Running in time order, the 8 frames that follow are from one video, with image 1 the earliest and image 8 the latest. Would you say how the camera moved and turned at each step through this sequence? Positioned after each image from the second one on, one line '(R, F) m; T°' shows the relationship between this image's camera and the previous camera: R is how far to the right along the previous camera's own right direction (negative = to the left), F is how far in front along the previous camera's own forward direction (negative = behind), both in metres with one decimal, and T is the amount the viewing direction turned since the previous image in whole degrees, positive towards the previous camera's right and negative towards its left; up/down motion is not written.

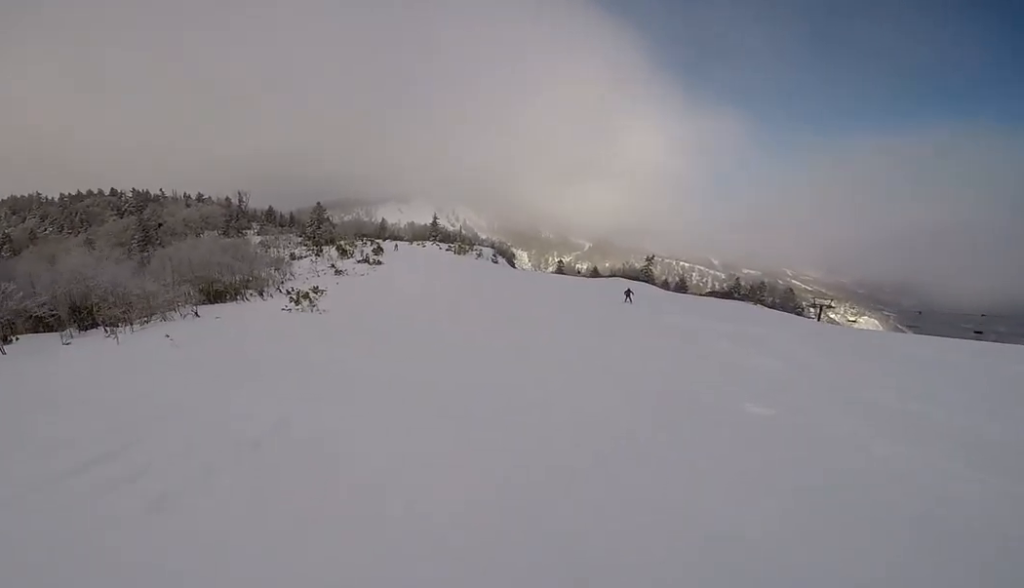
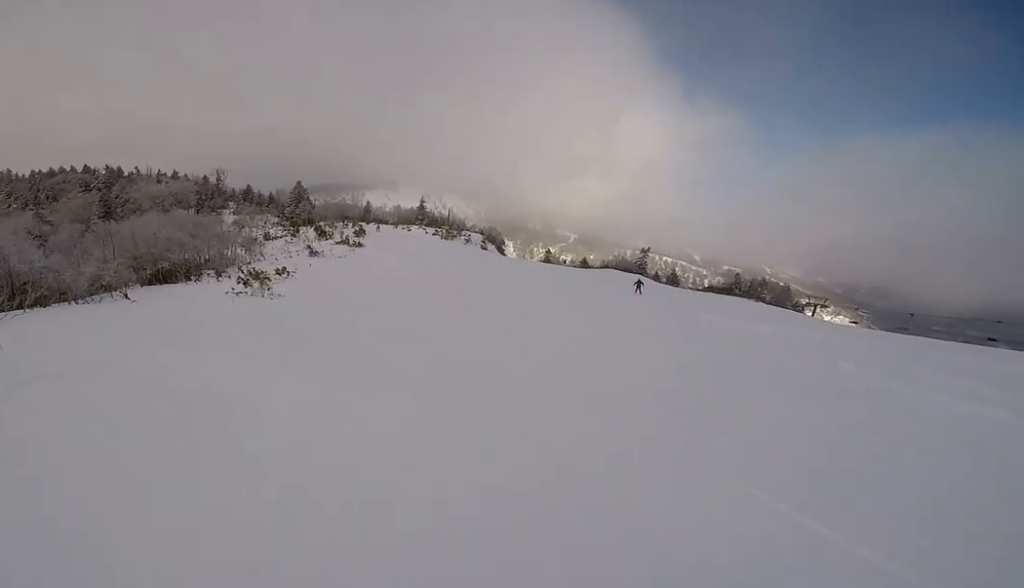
(-0.3, +4.9) m; -2°
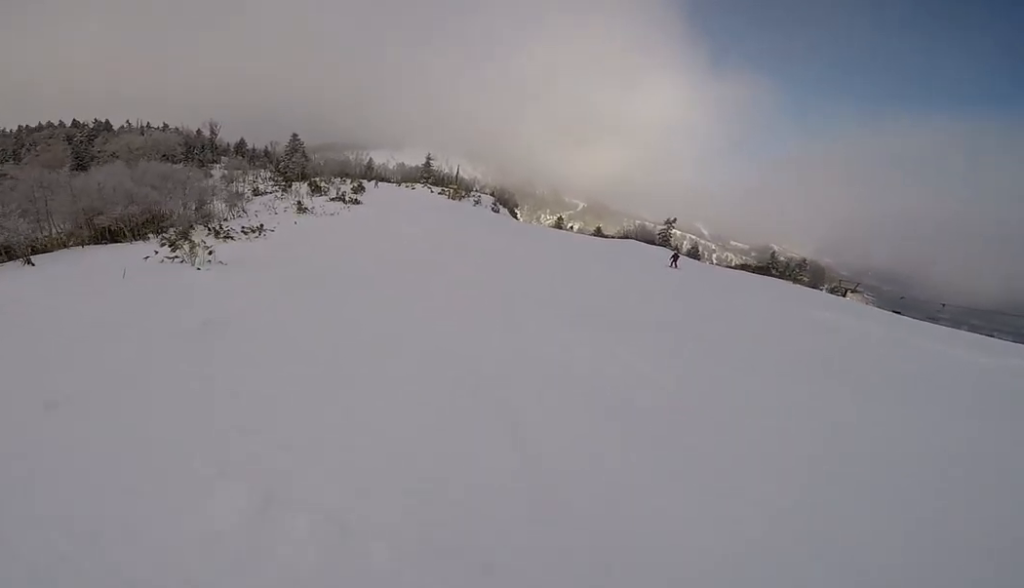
(-0.2, +6.0) m; -3°
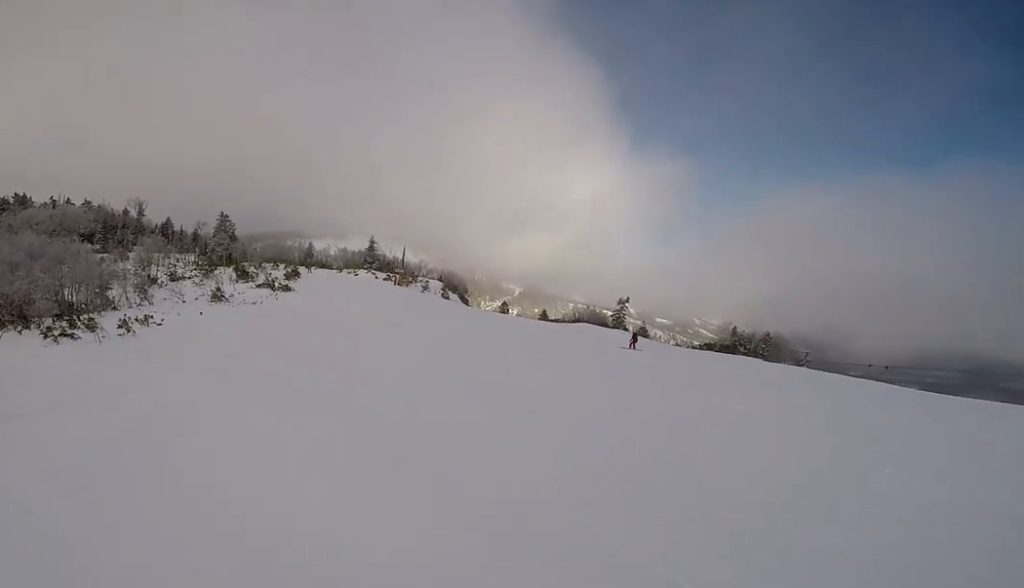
(+0.1, +7.8) m; -4°
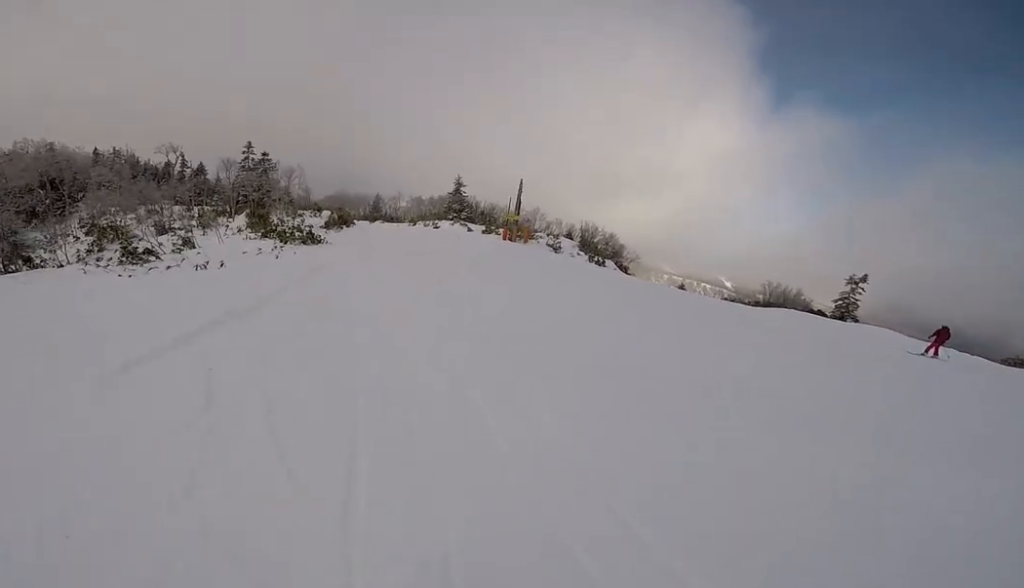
(-1.7, +22.5) m; -5°
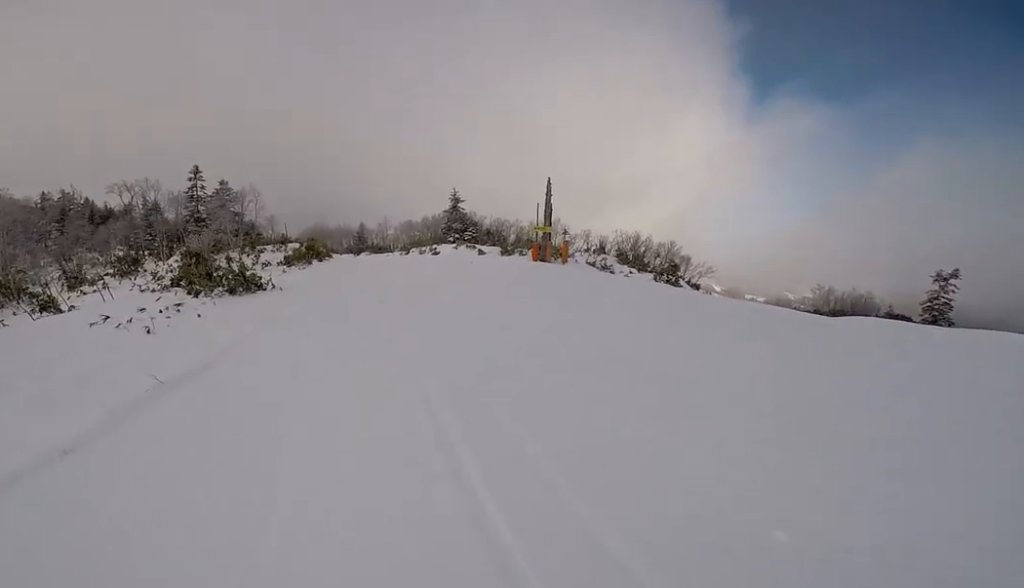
(-0.2, +9.9) m; +3°
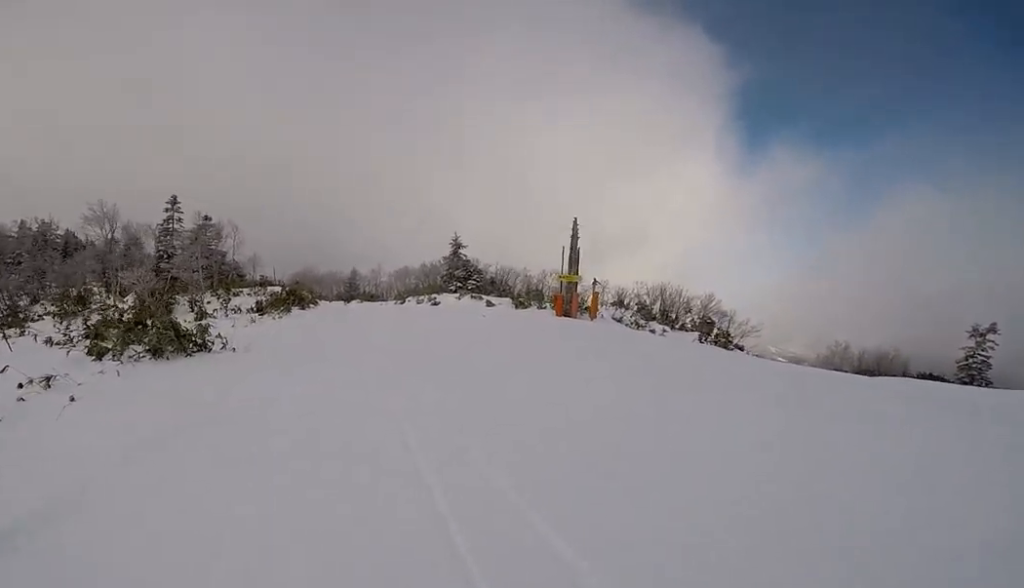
(+0.2, +4.4) m; +1°
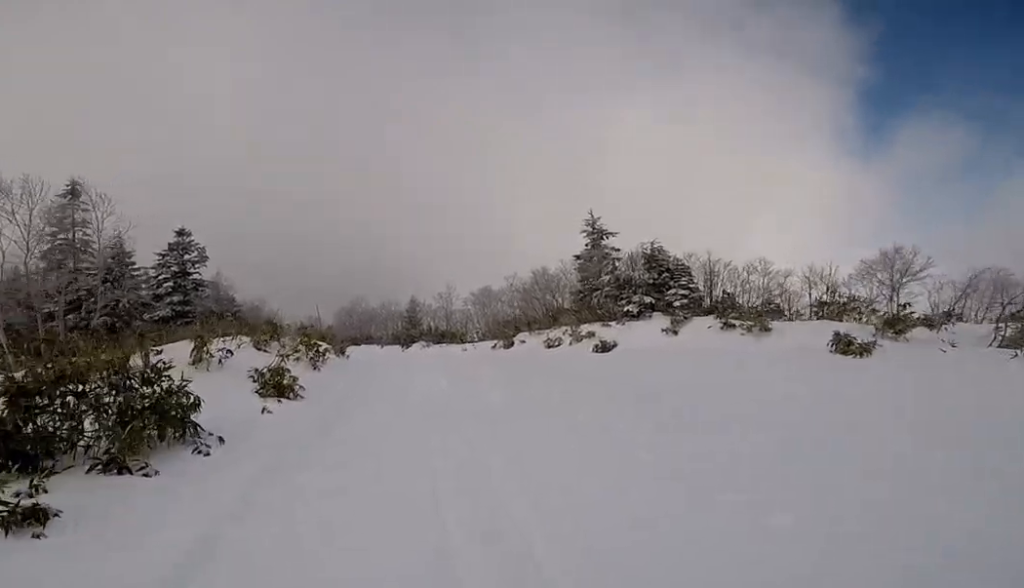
(-1.5, +19.9) m; -6°
